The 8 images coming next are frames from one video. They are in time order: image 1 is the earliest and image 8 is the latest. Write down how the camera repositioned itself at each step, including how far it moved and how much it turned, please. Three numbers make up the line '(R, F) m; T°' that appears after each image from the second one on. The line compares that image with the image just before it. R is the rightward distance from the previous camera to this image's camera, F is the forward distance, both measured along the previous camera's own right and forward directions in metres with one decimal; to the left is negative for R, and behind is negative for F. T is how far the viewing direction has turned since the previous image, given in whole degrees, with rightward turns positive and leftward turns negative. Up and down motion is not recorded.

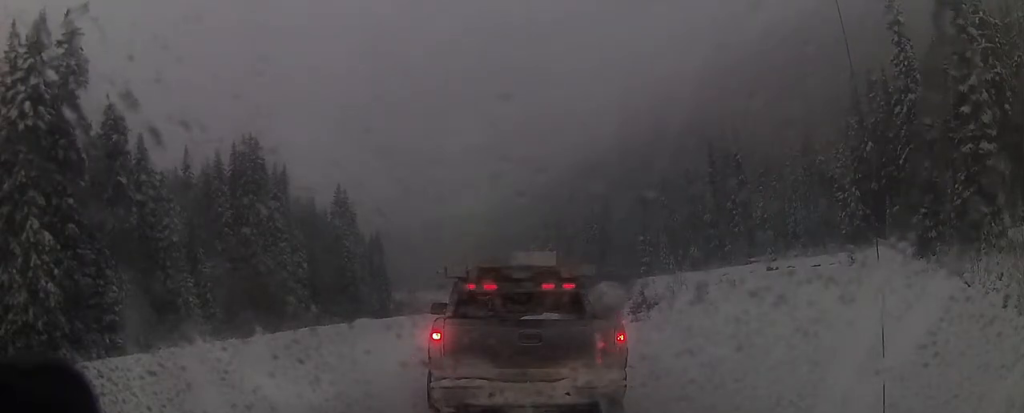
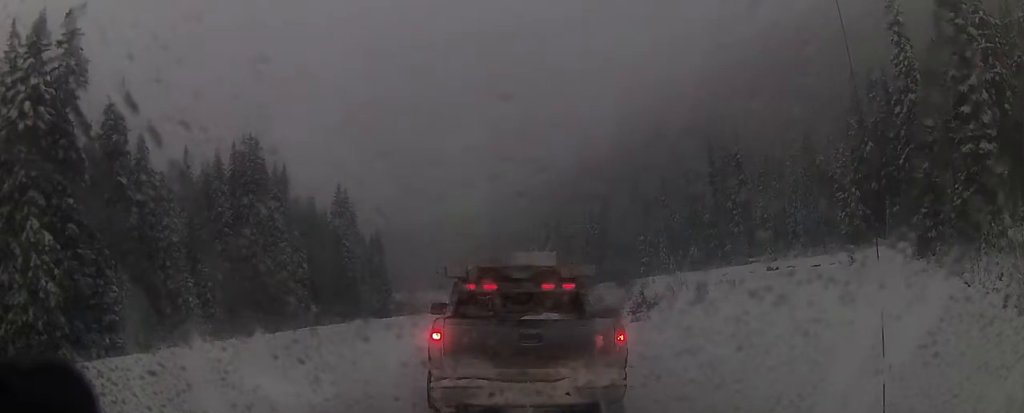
(0.0, 0.0) m; 0°
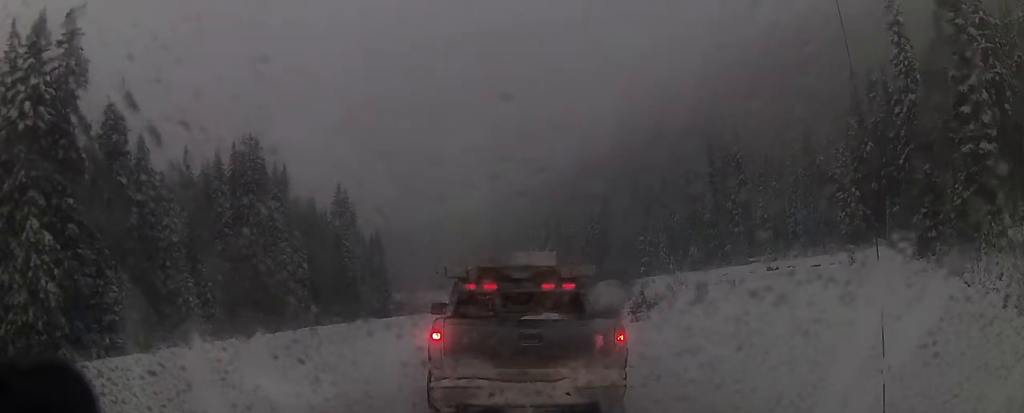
(0.0, 0.0) m; 0°
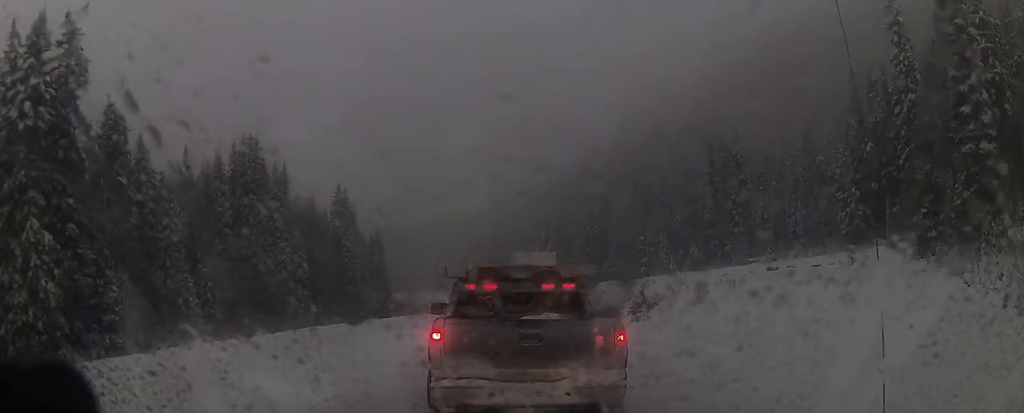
(0.0, 0.0) m; 0°
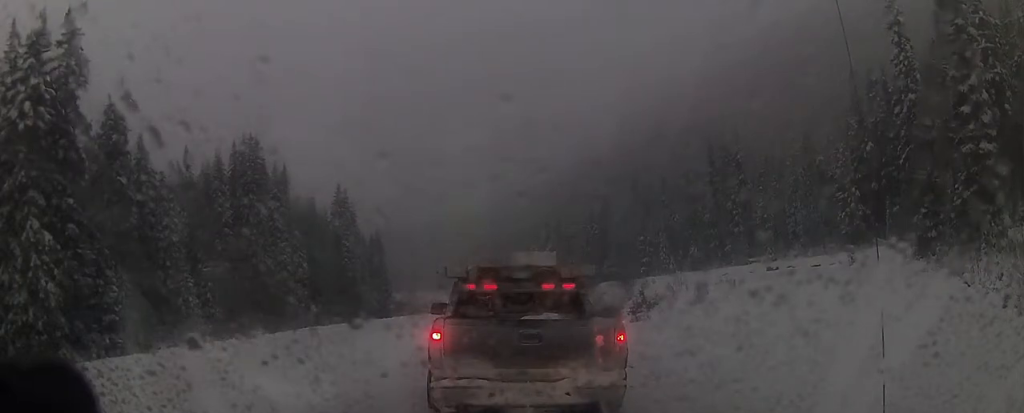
(0.0, 0.0) m; 0°
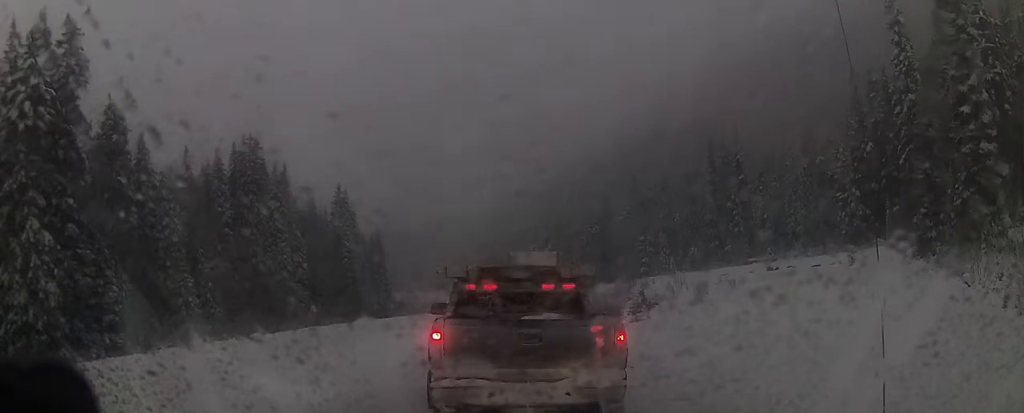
(0.0, 0.0) m; 0°
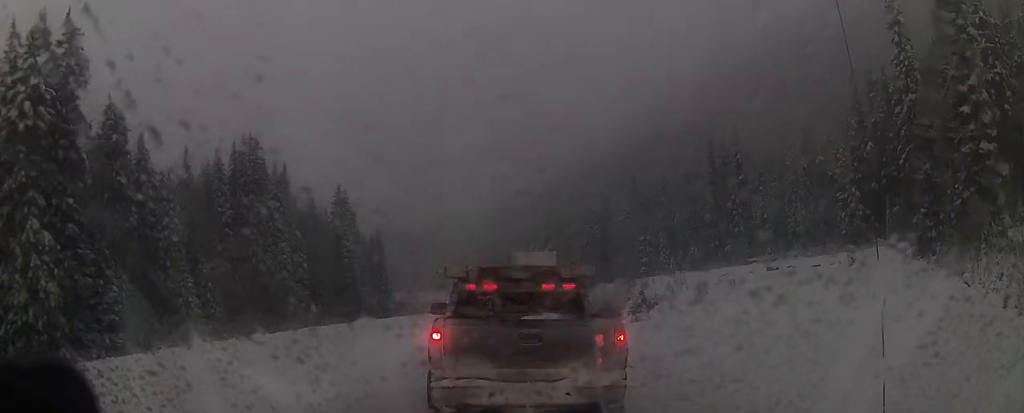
(0.0, 0.0) m; 0°
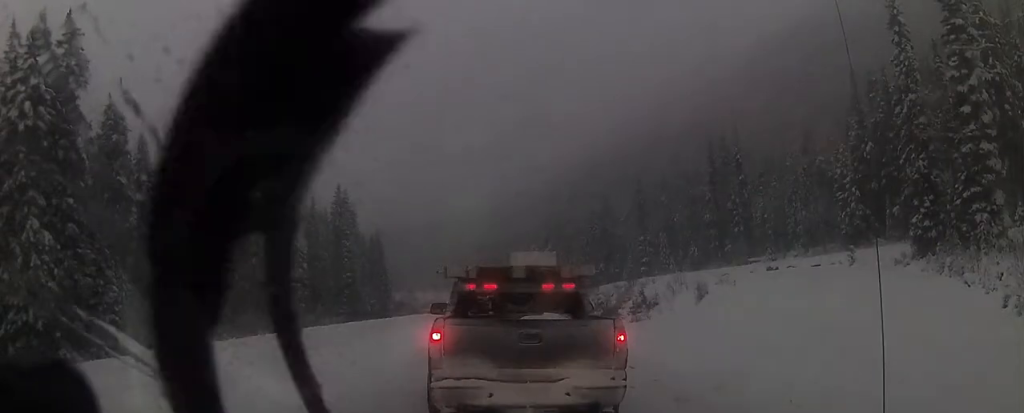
(0.0, 0.0) m; 0°
